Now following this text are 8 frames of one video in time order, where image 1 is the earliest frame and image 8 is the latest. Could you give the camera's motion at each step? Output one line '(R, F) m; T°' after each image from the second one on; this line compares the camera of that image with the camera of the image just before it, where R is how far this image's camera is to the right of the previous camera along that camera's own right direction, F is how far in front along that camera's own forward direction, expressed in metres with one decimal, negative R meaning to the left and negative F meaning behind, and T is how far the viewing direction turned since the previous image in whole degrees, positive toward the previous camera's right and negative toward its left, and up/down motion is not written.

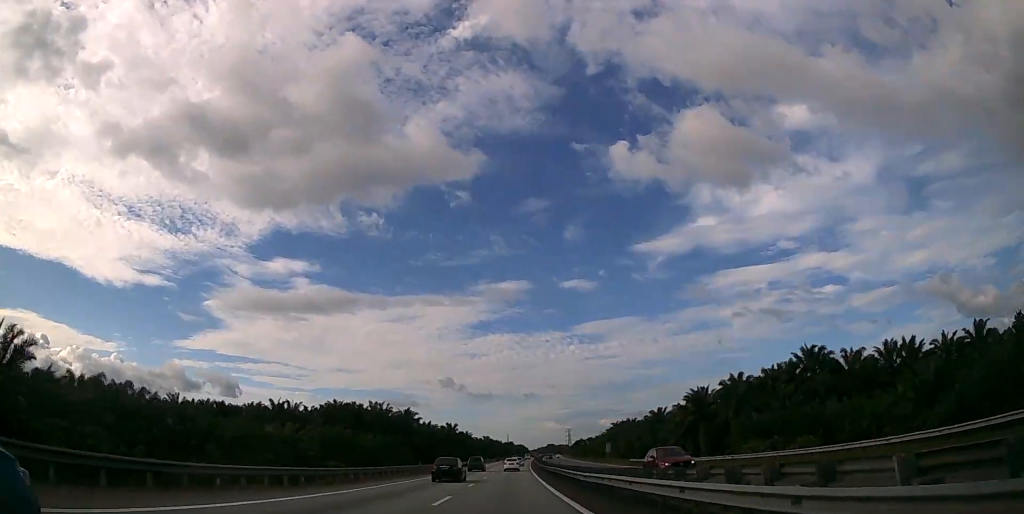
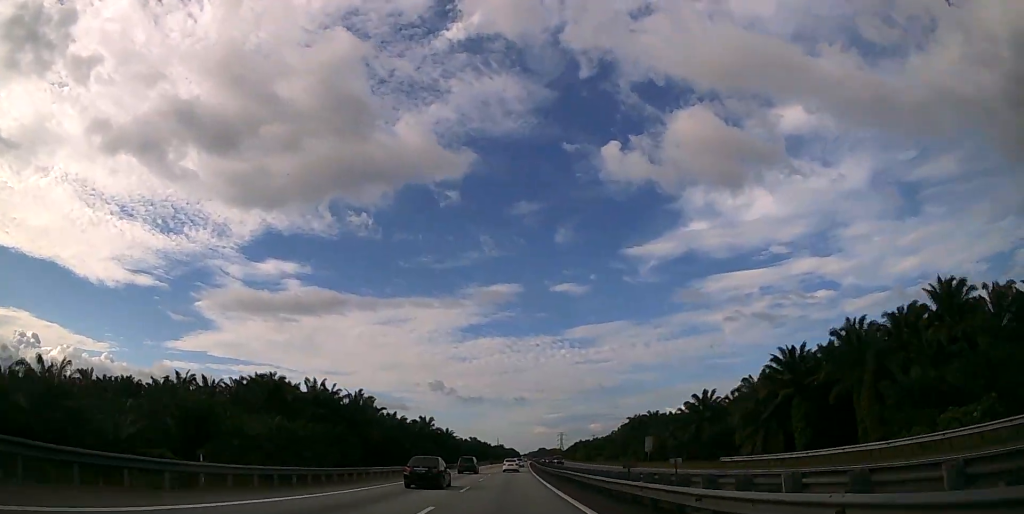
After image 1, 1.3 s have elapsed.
(+0.5, +44.6) m; +1°
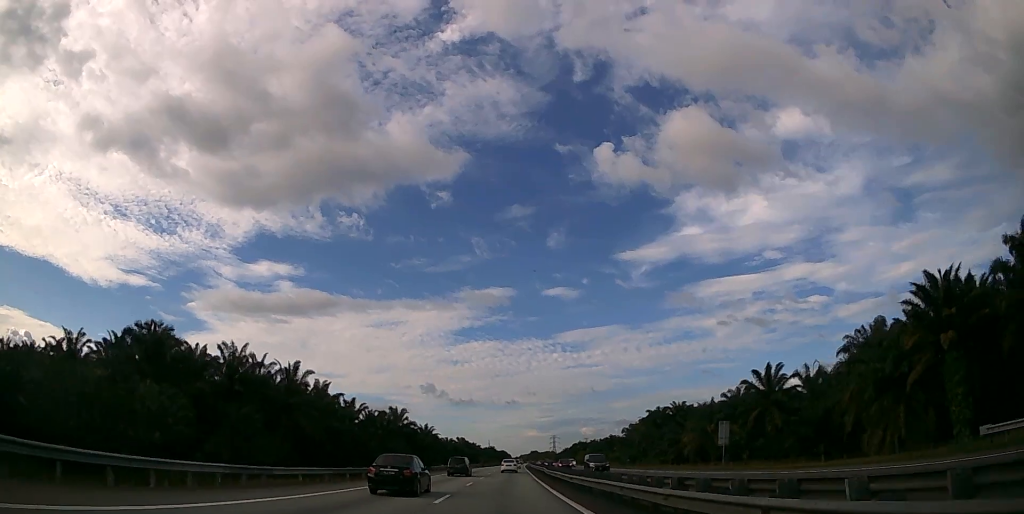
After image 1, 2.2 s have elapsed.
(+0.3, +34.8) m; +1°
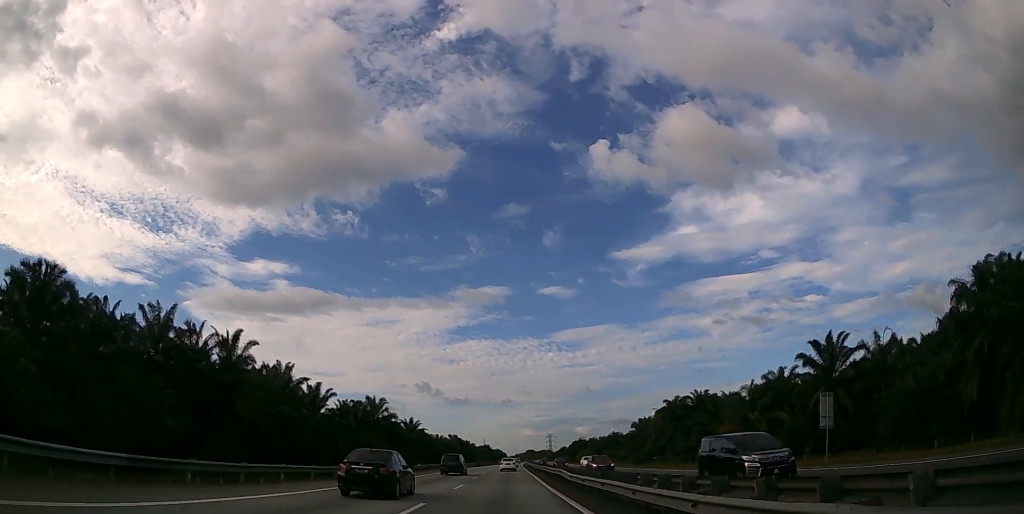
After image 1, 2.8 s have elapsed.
(+0.1, +20.1) m; 0°
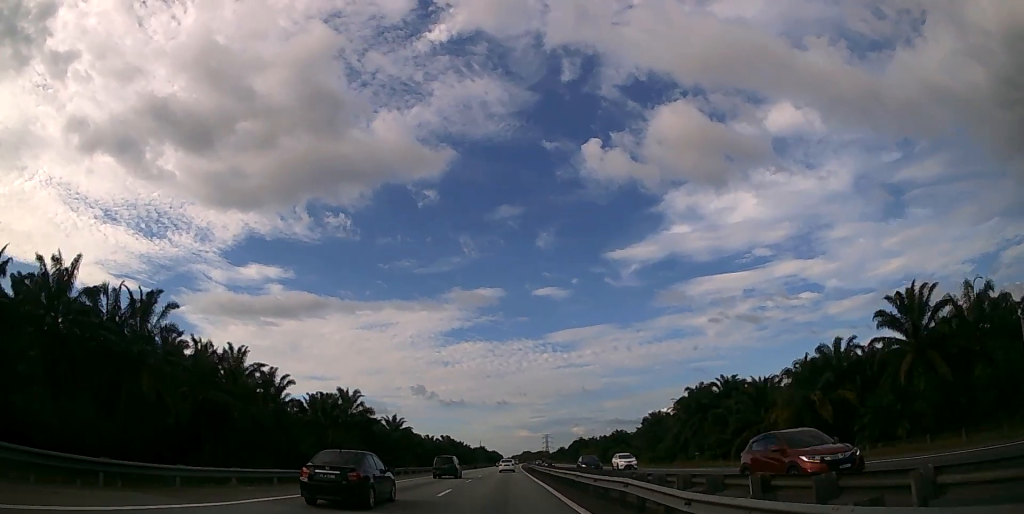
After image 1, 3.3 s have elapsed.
(0.0, +16.6) m; 0°
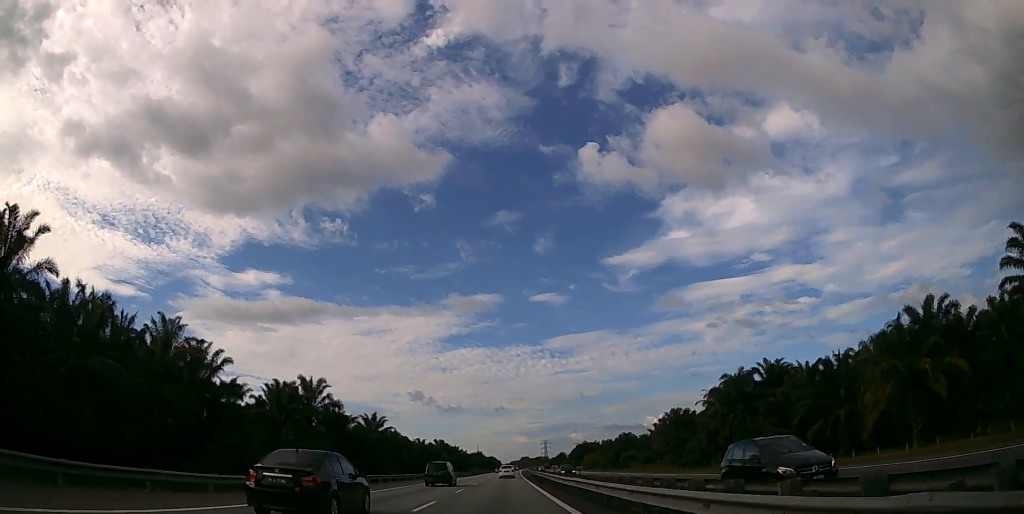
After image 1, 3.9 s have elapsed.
(0.0, +17.0) m; 0°
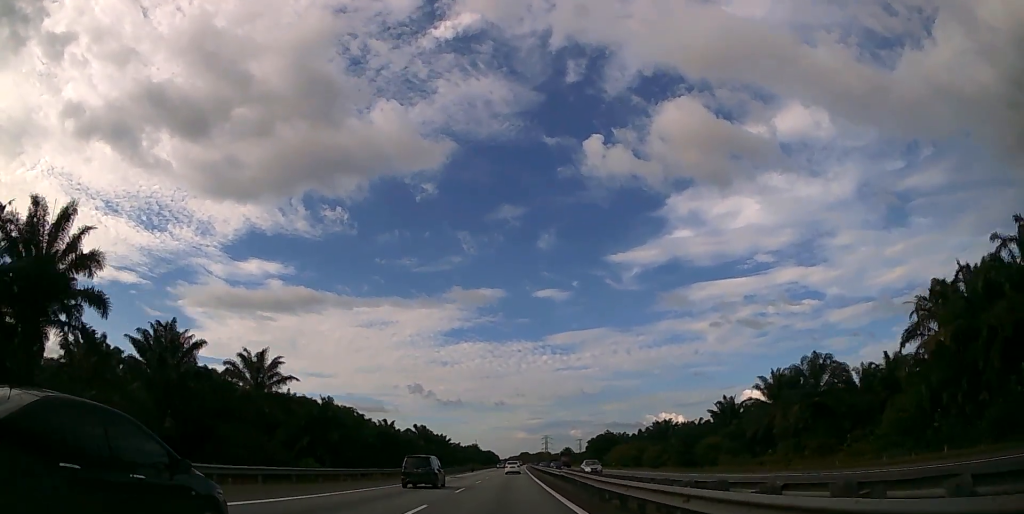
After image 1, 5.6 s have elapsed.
(+0.3, +45.9) m; +1°
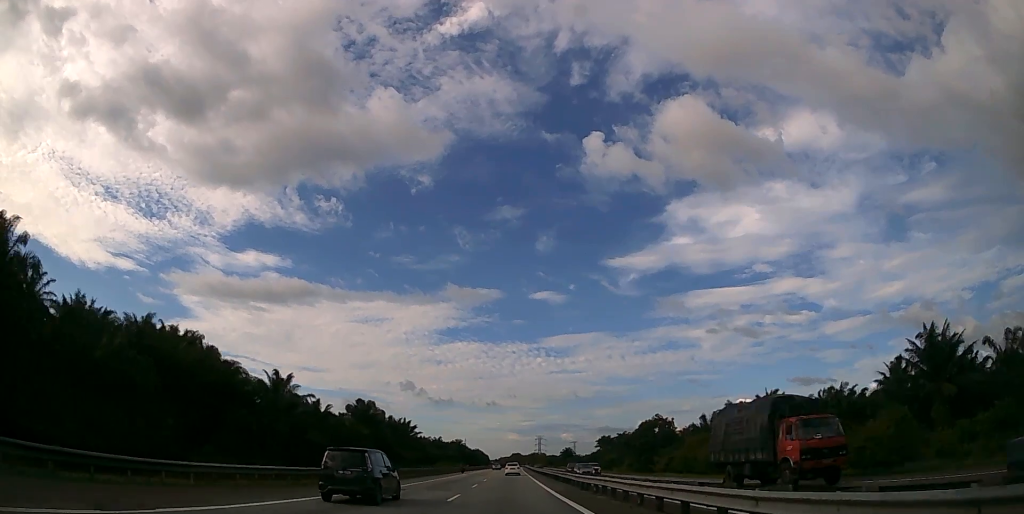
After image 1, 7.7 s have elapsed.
(+0.3, +61.0) m; +1°
